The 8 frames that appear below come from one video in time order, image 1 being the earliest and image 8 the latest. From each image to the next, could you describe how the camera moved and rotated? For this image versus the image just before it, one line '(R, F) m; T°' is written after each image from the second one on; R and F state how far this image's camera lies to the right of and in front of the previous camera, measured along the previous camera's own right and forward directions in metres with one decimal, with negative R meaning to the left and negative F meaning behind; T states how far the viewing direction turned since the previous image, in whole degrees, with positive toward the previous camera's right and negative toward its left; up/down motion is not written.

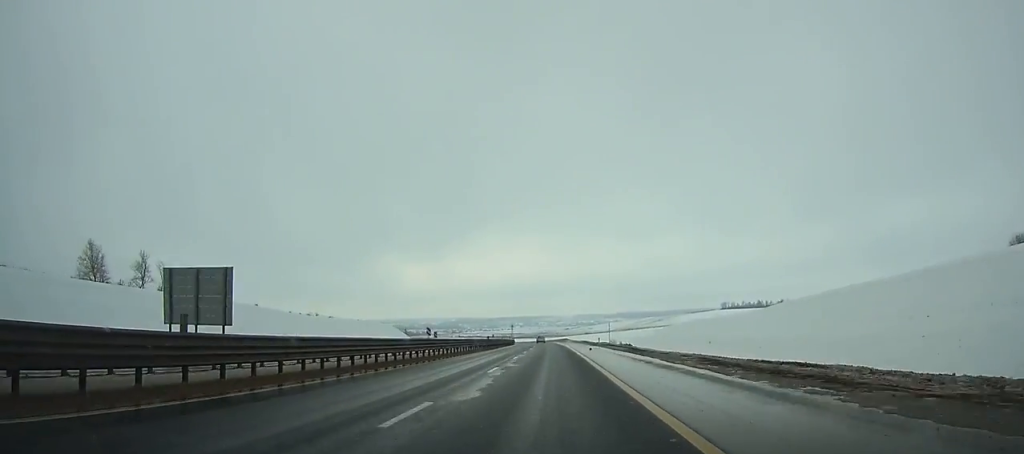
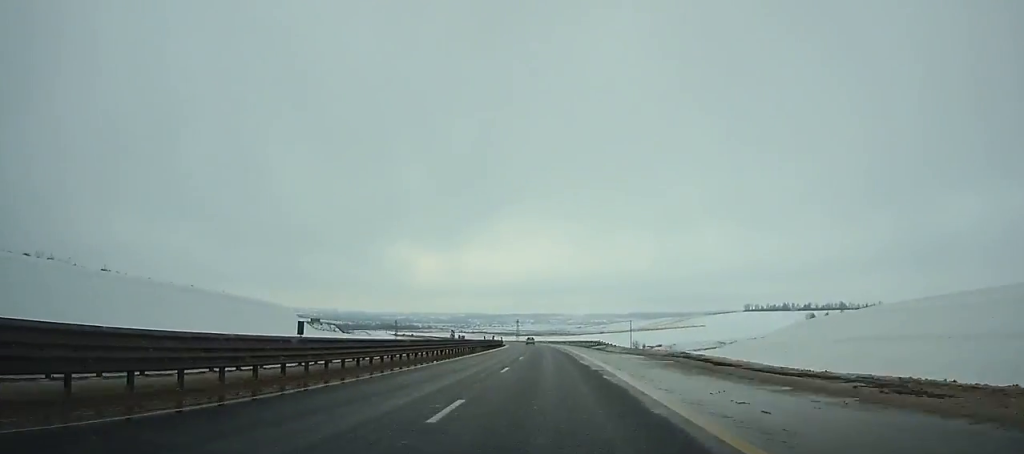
(-0.7, +71.5) m; -2°
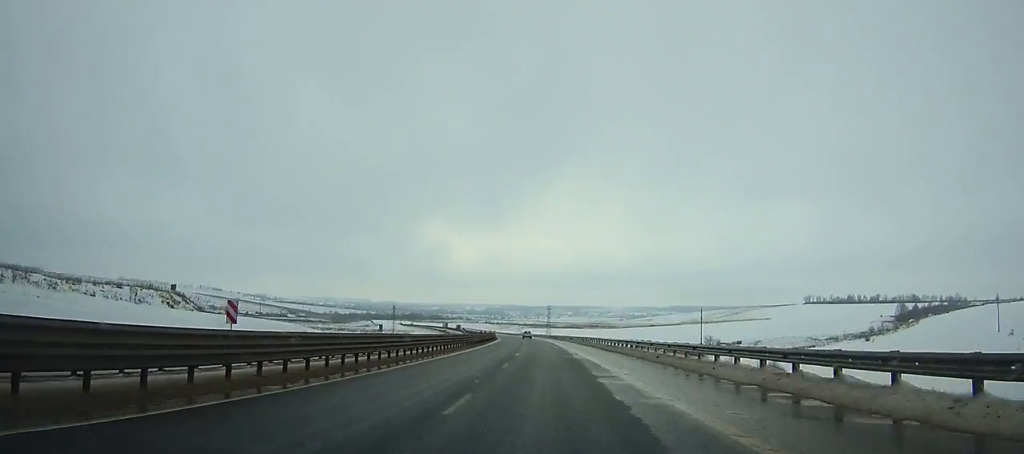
(-2.8, +107.4) m; -4°
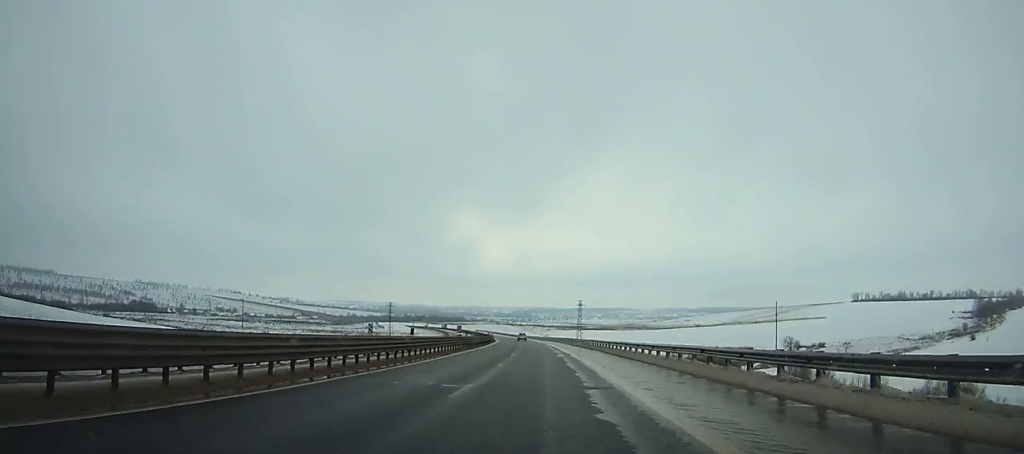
(-1.7, +69.2) m; -3°
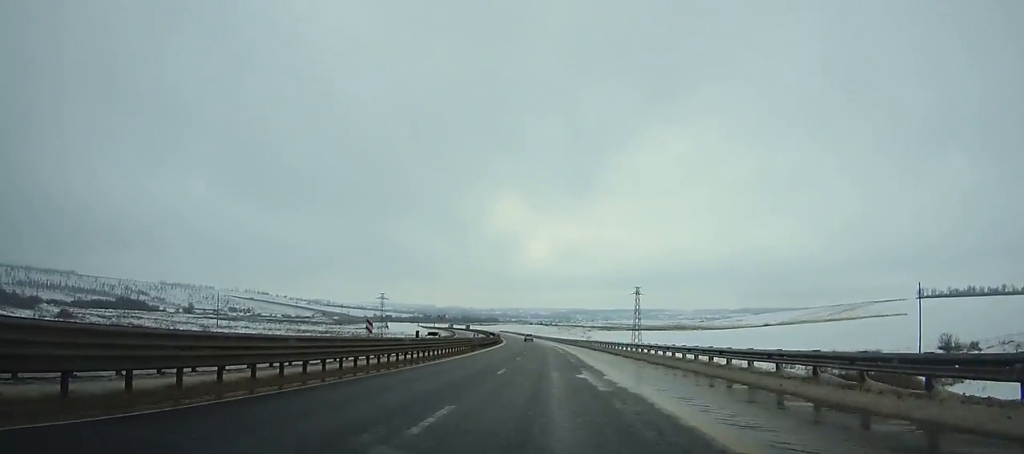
(-2.6, +77.7) m; -3°
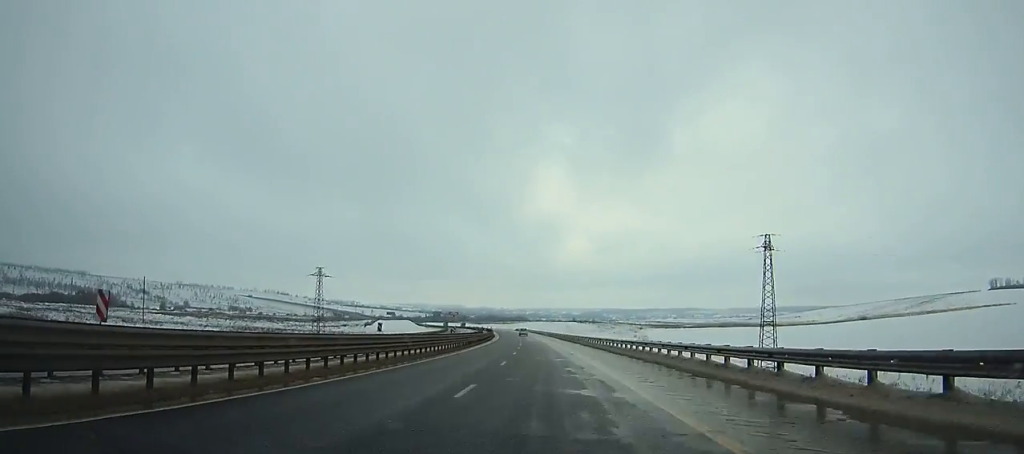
(-2.8, +92.0) m; -4°
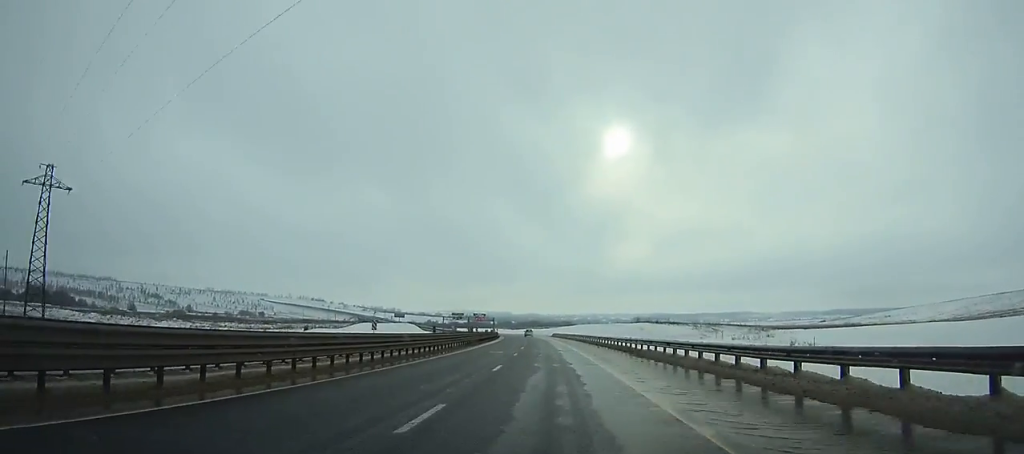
(-3.7, +101.0) m; -4°
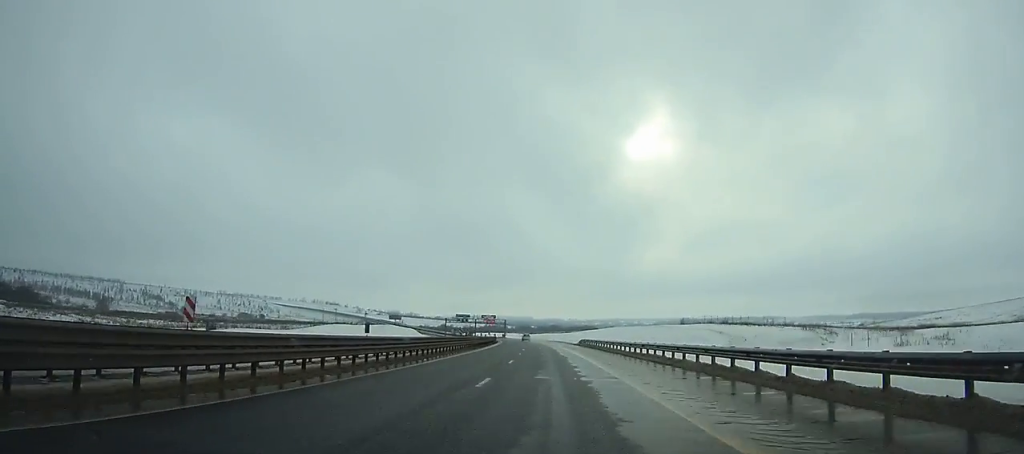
(-1.2, +53.7) m; -2°
